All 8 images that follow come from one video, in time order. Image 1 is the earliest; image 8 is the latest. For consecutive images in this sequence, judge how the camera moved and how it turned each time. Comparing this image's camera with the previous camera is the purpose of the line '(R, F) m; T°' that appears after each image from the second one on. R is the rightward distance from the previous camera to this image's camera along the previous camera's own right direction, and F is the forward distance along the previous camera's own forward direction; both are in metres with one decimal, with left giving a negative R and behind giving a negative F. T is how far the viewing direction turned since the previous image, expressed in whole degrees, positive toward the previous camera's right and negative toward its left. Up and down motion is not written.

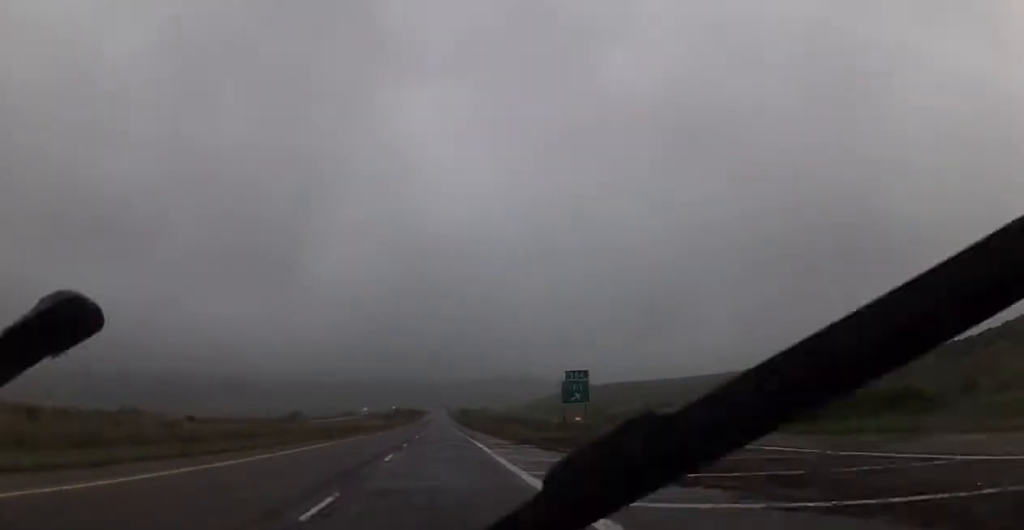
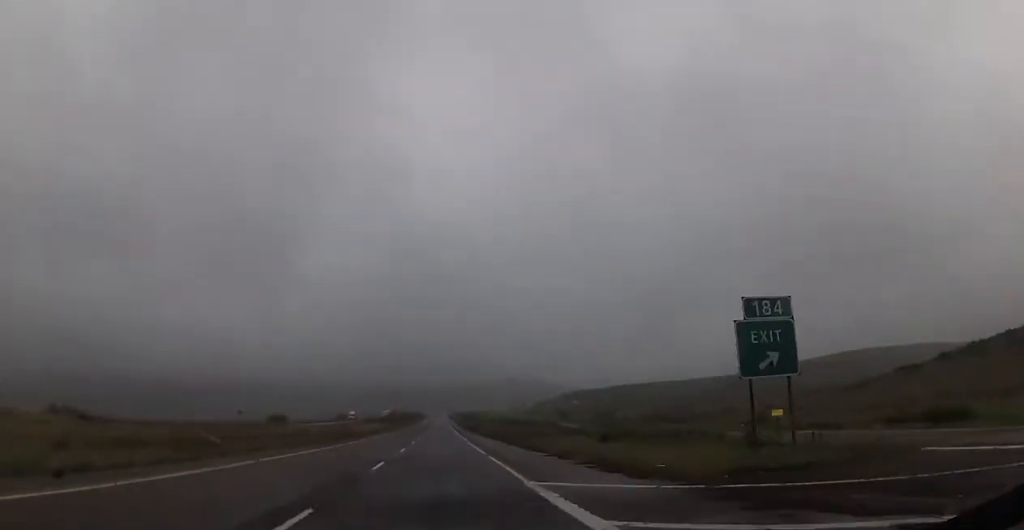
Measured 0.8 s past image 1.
(+0.2, +26.3) m; 0°
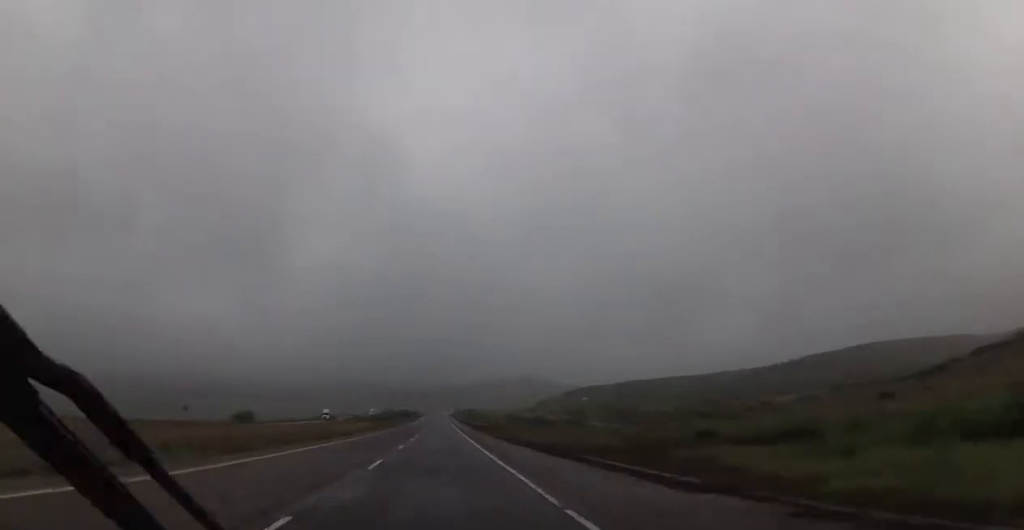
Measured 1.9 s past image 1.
(+0.1, +37.8) m; 0°
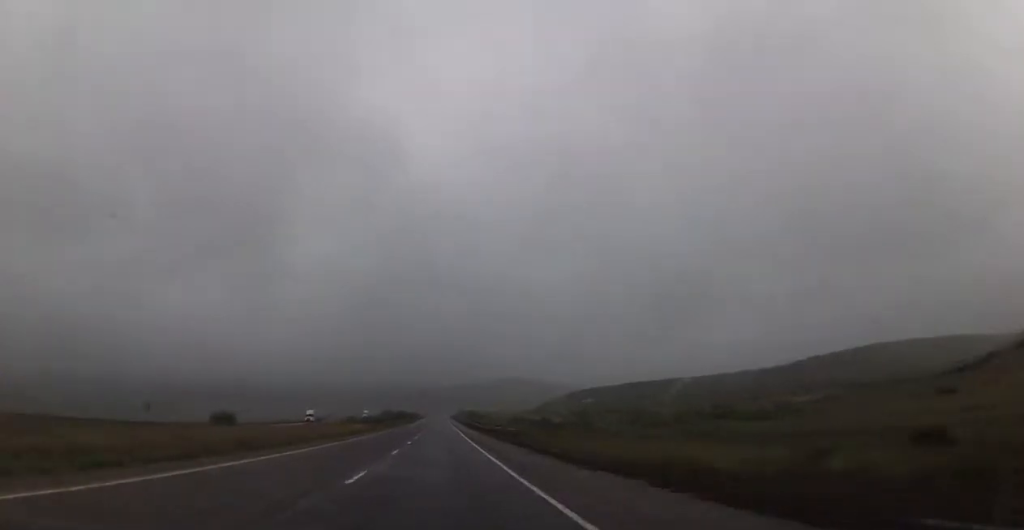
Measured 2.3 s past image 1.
(+0.1, +16.0) m; 0°
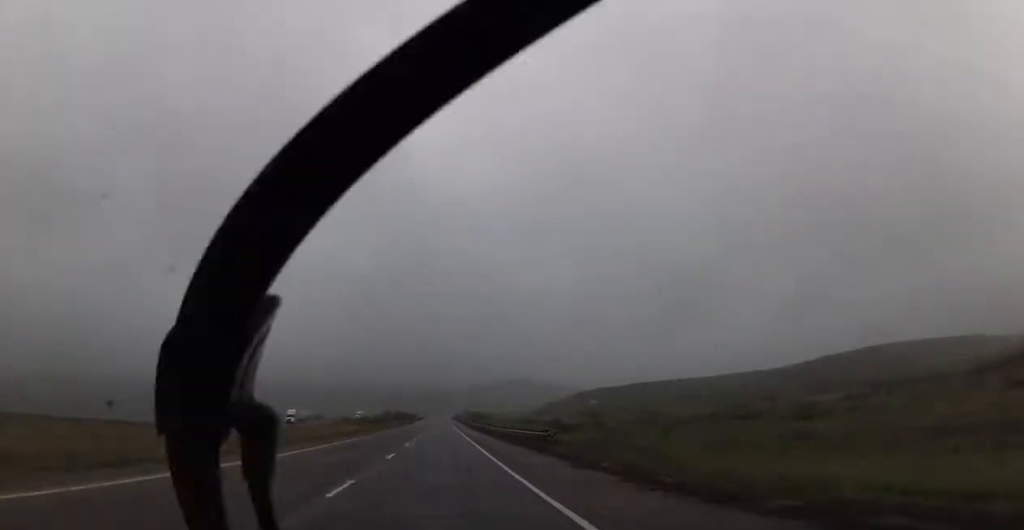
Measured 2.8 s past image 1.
(0.0, +14.8) m; 0°
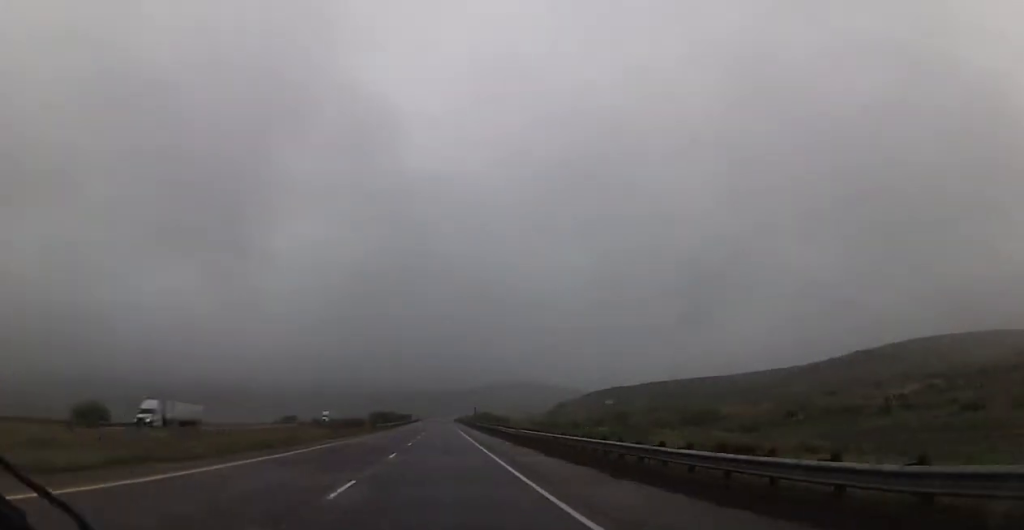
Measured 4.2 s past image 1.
(-0.4, +49.2) m; -1°
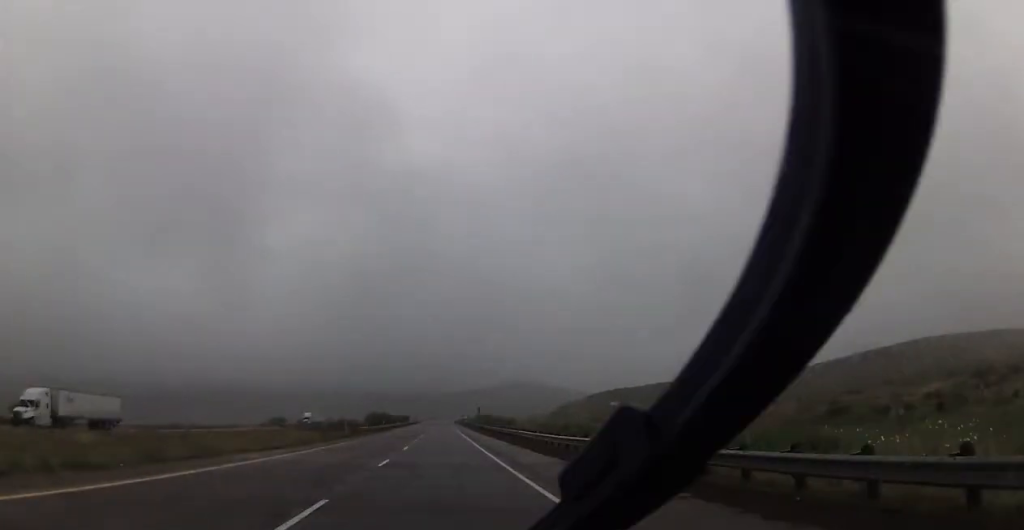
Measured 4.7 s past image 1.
(0.0, +16.0) m; 0°
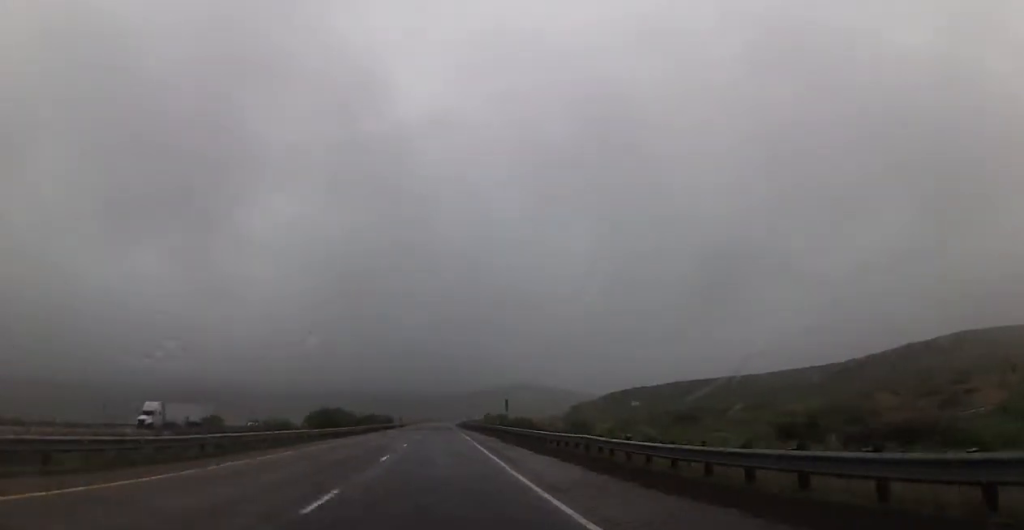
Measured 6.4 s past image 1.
(0.0, +59.6) m; 0°
